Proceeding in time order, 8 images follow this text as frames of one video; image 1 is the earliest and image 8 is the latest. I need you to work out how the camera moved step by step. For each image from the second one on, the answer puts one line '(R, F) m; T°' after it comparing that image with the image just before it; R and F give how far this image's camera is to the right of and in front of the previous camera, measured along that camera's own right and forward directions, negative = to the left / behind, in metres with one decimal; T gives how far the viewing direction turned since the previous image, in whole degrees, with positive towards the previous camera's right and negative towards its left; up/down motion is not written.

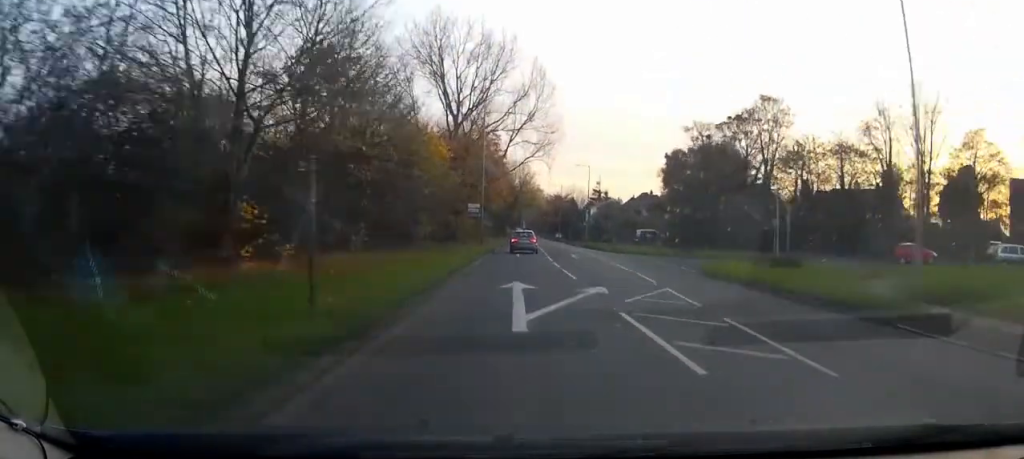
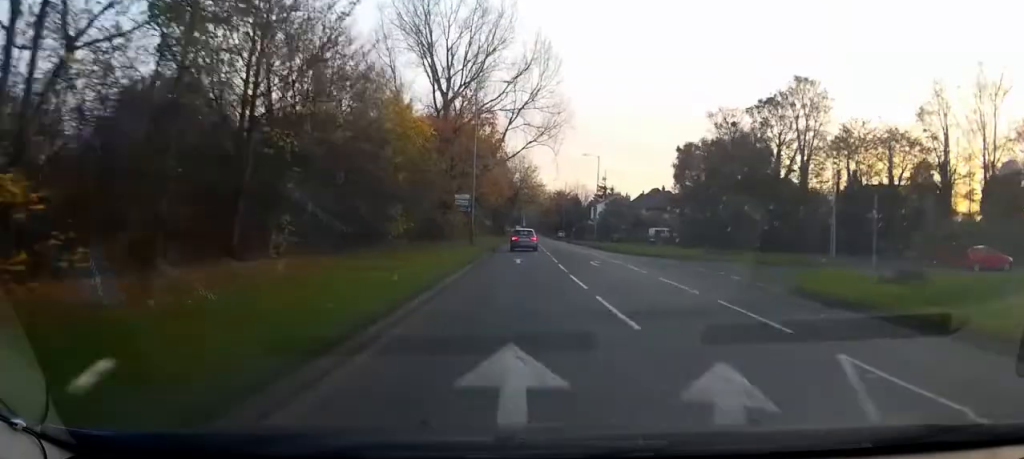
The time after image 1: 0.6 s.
(0.0, +9.6) m; 0°
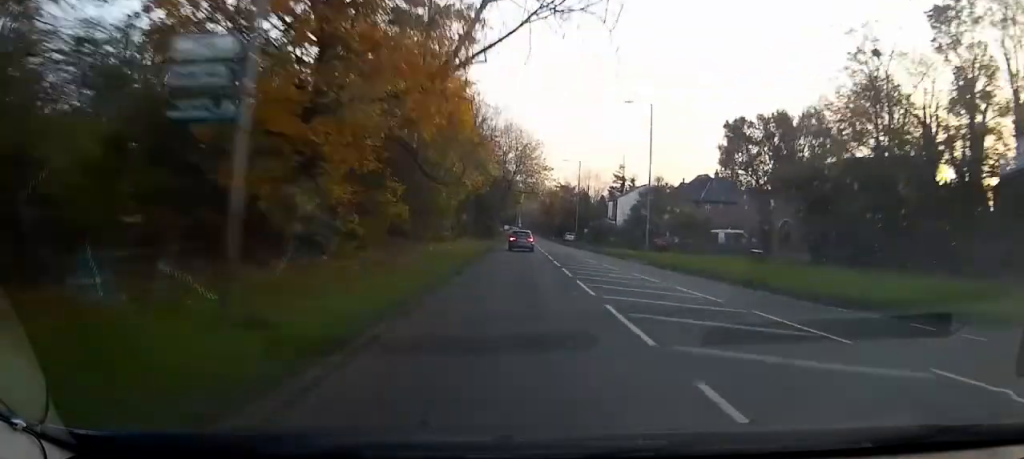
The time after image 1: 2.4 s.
(-0.2, +31.2) m; 0°
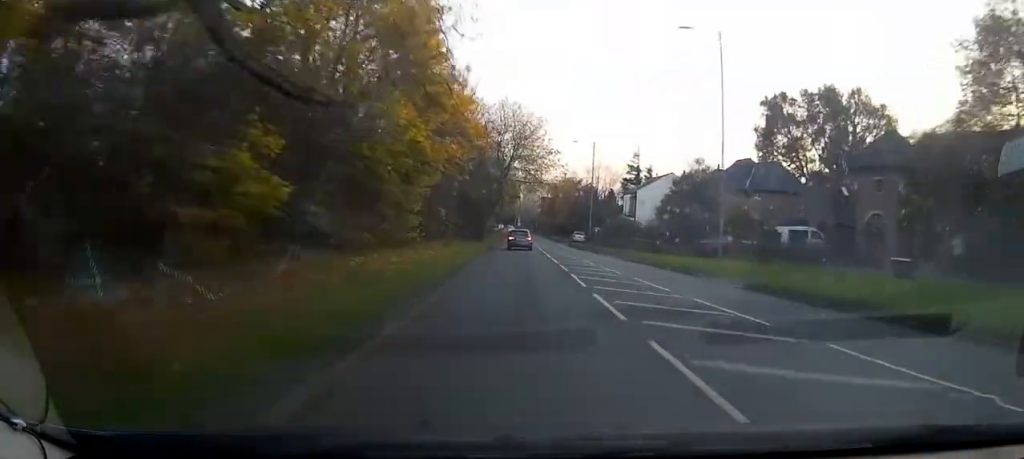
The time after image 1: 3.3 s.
(+0.3, +15.5) m; +1°
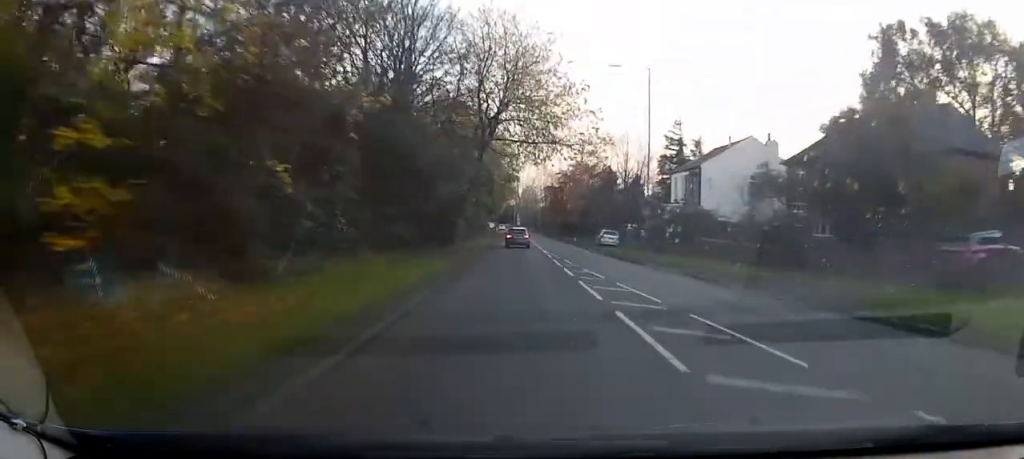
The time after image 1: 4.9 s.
(-0.3, +27.4) m; -1°
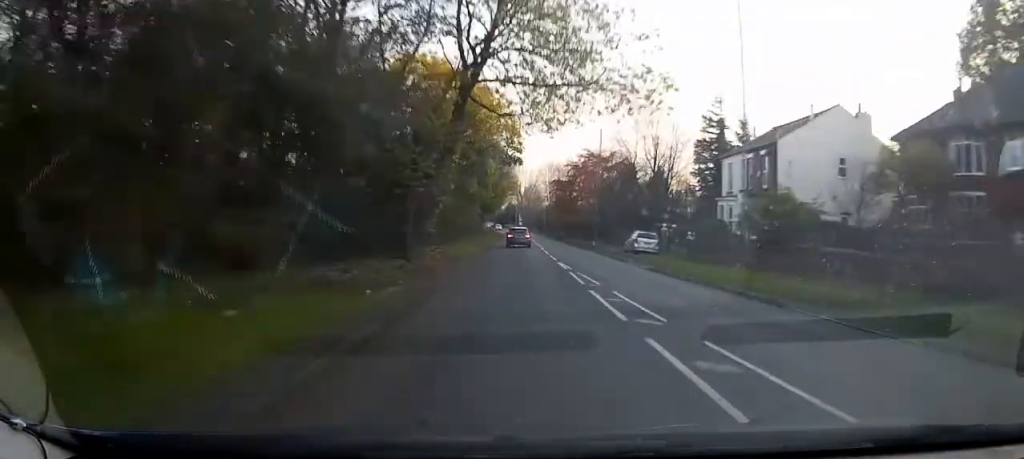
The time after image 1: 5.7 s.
(-0.1, +14.4) m; 0°
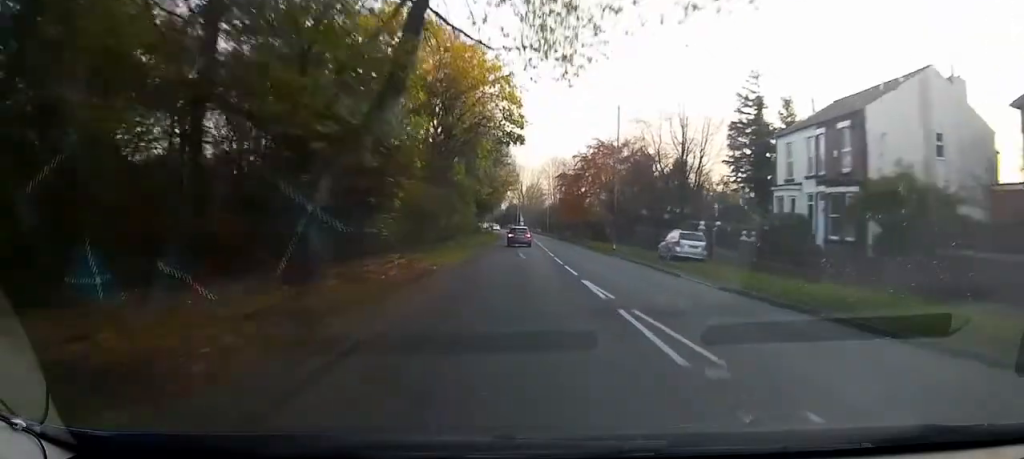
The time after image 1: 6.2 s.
(0.0, +9.8) m; +1°
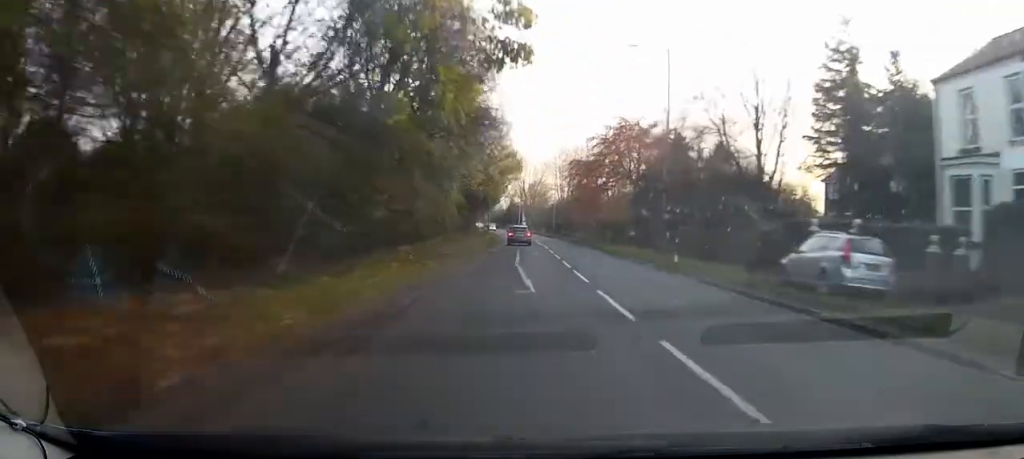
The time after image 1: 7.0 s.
(+0.2, +15.3) m; 0°
